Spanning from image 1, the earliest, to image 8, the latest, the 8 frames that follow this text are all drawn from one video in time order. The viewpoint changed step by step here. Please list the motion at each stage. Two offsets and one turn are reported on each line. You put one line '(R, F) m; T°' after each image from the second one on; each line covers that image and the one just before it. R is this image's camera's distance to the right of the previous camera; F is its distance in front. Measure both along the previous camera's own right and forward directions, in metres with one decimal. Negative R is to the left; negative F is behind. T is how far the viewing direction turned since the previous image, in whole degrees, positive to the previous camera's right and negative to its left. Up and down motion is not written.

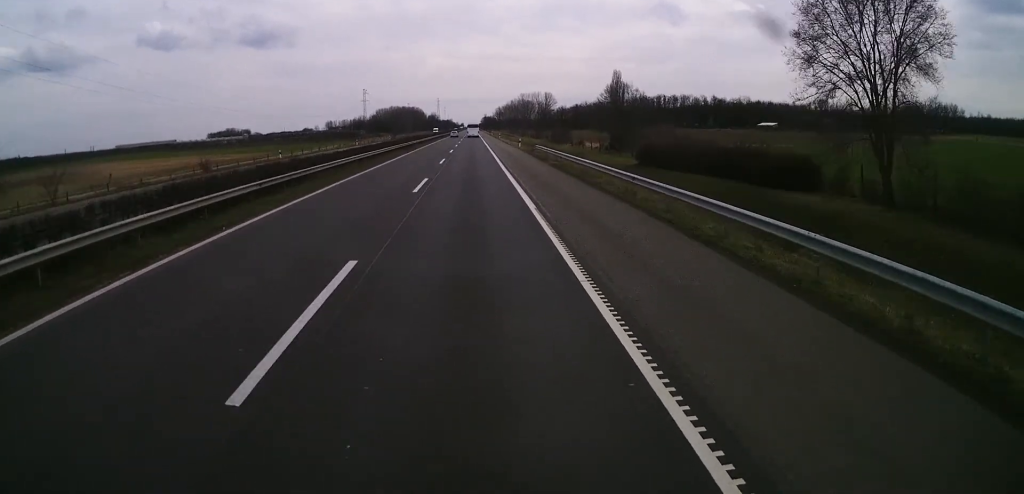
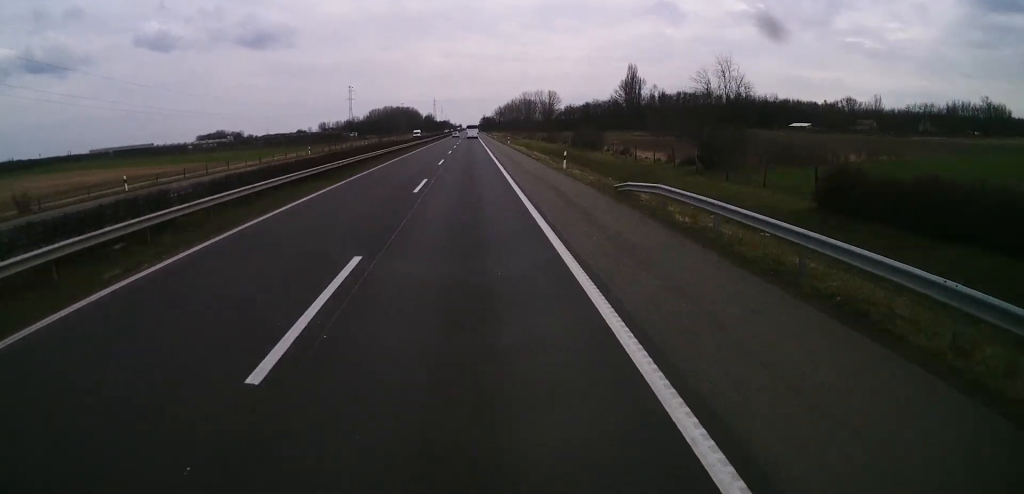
(+0.1, +35.4) m; +1°
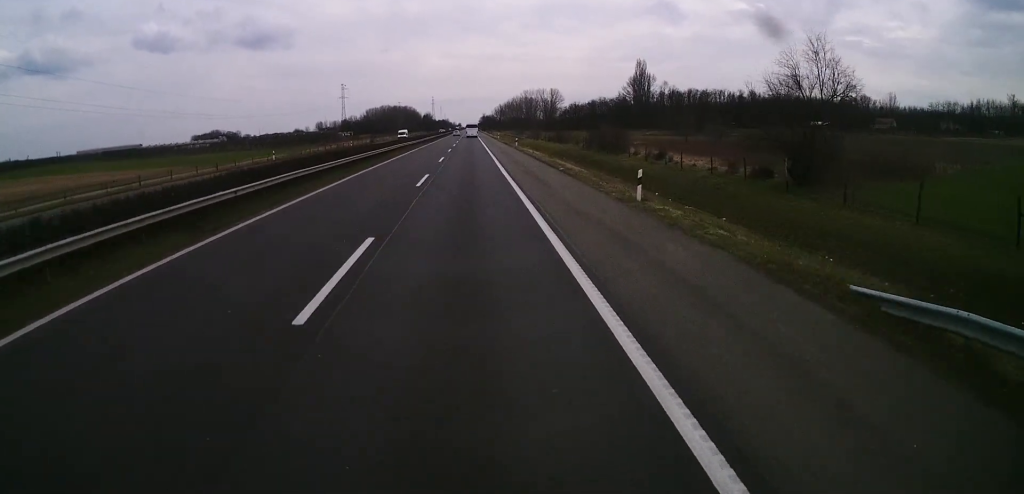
(+0.1, +16.1) m; 0°
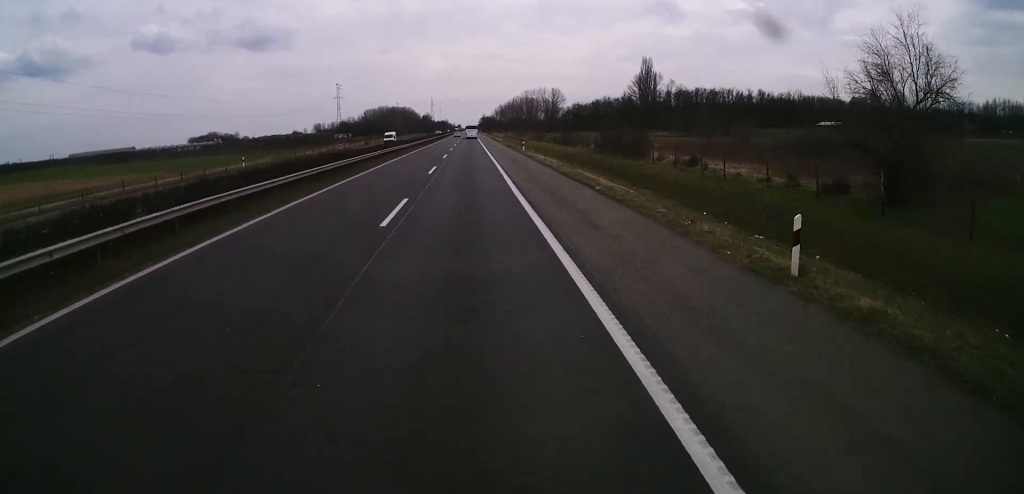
(0.0, +10.0) m; 0°
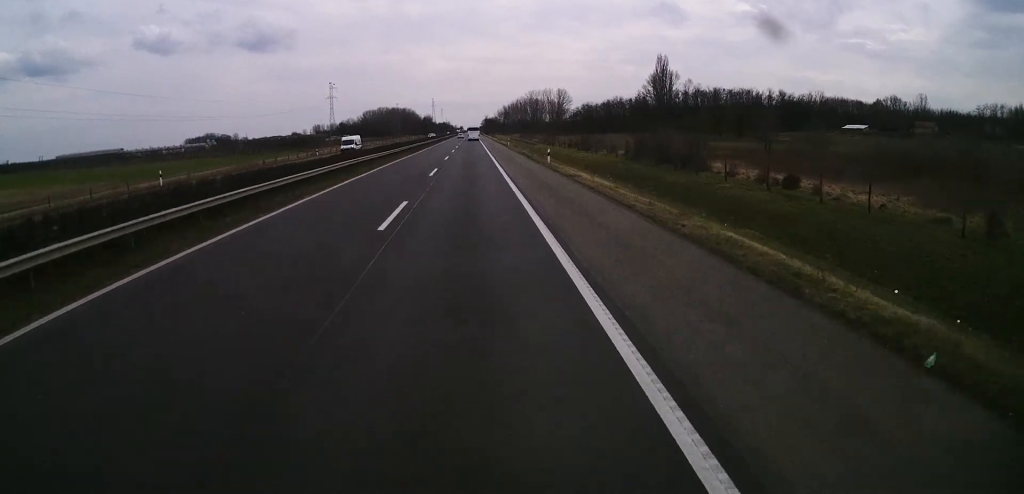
(-0.1, +18.6) m; 0°
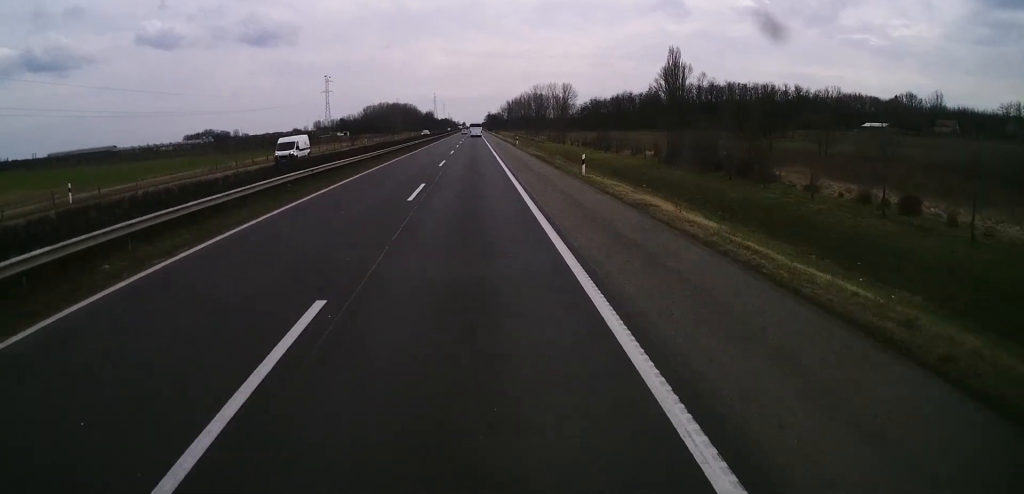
(0.0, +12.4) m; 0°
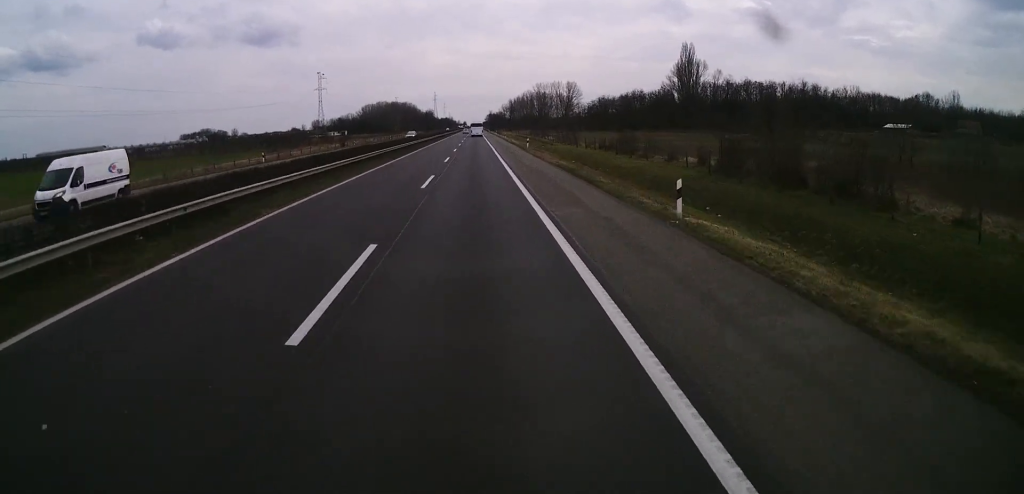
(0.0, +13.9) m; 0°
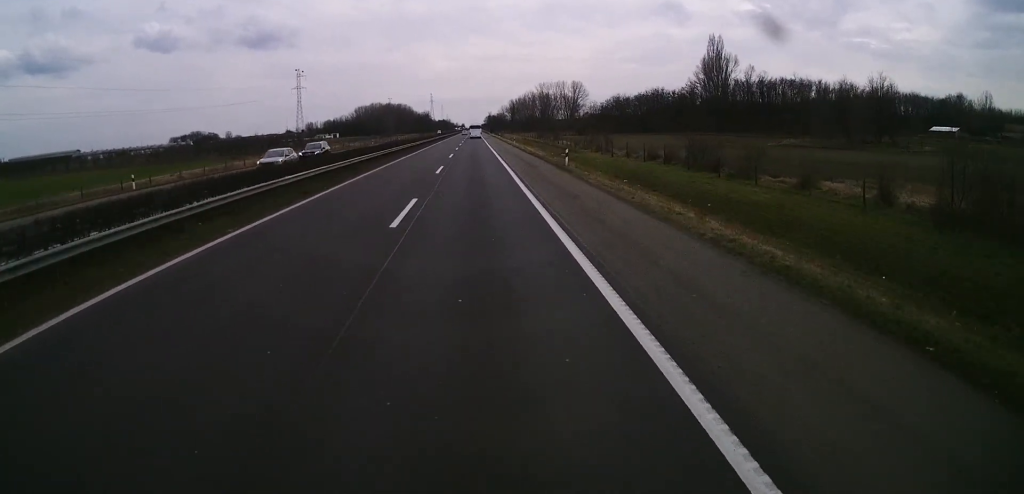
(+0.1, +27.7) m; 0°
